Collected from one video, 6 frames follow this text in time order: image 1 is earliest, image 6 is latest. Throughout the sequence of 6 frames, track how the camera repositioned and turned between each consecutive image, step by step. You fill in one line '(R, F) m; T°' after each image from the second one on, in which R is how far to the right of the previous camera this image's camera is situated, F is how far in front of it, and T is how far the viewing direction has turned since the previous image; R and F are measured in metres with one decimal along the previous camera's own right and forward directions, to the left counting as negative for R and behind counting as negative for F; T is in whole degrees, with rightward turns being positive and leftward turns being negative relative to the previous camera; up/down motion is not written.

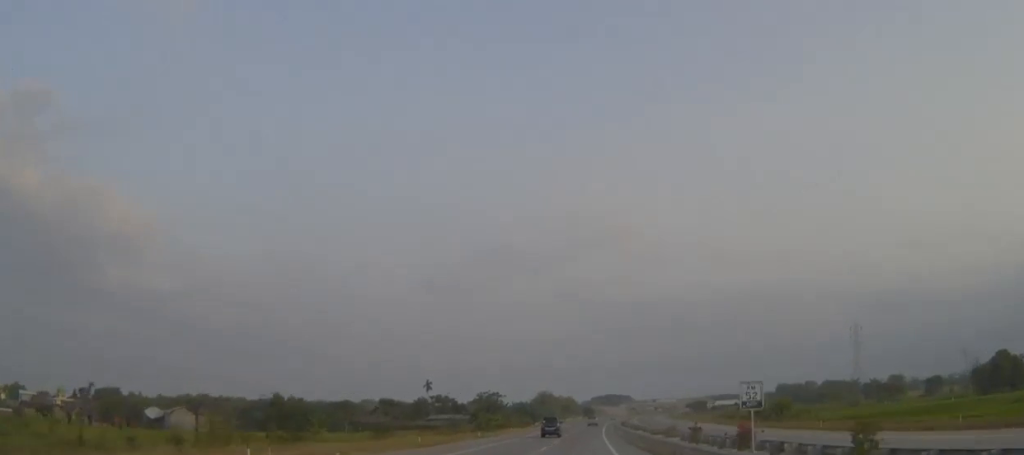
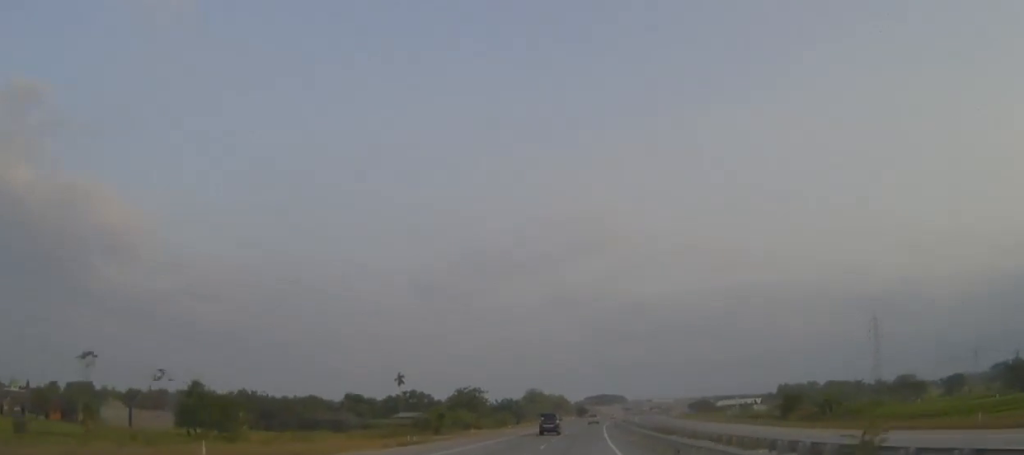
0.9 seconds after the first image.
(+0.1, +27.2) m; +1°
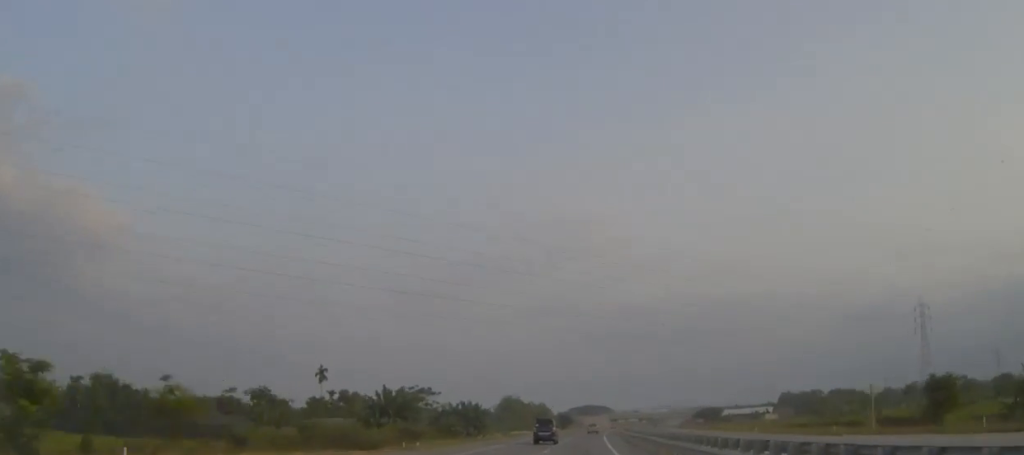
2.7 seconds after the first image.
(+0.4, +50.7) m; +1°
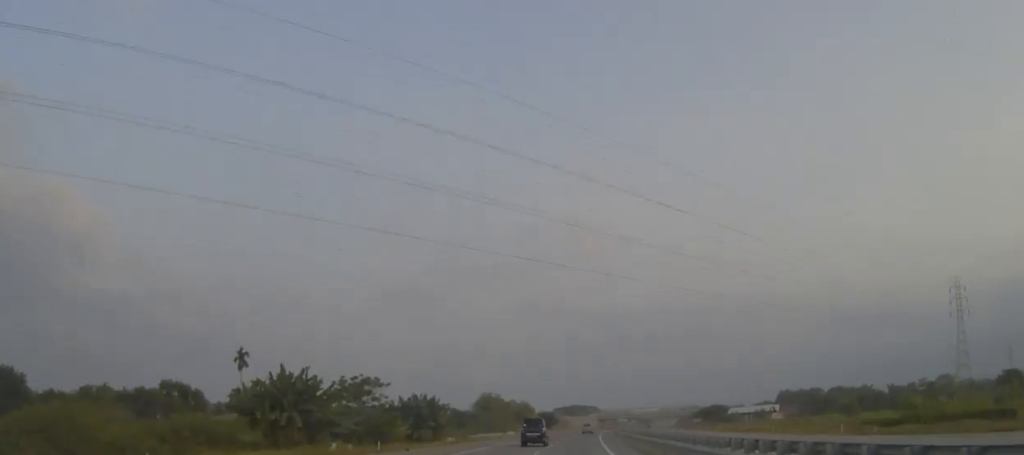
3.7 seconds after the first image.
(+0.2, +30.7) m; +1°
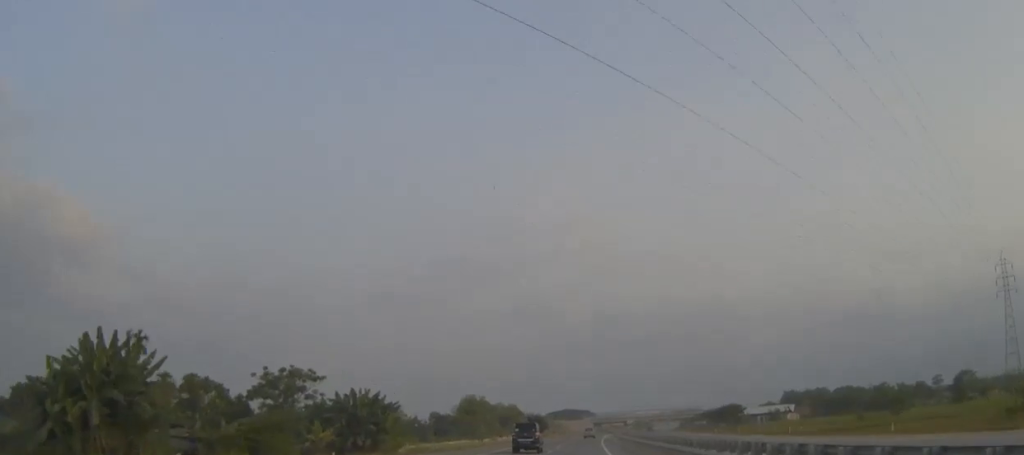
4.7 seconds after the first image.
(+0.3, +29.3) m; +1°
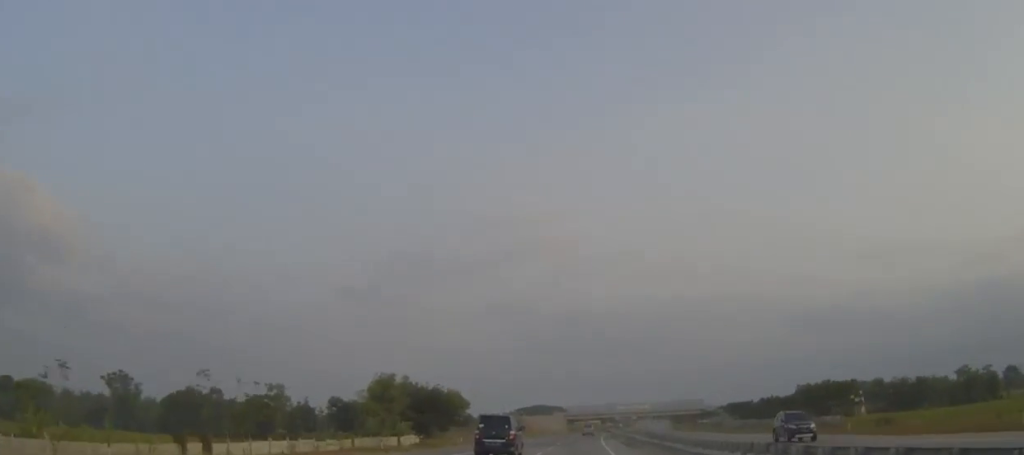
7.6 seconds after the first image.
(+1.3, +89.5) m; +2°
